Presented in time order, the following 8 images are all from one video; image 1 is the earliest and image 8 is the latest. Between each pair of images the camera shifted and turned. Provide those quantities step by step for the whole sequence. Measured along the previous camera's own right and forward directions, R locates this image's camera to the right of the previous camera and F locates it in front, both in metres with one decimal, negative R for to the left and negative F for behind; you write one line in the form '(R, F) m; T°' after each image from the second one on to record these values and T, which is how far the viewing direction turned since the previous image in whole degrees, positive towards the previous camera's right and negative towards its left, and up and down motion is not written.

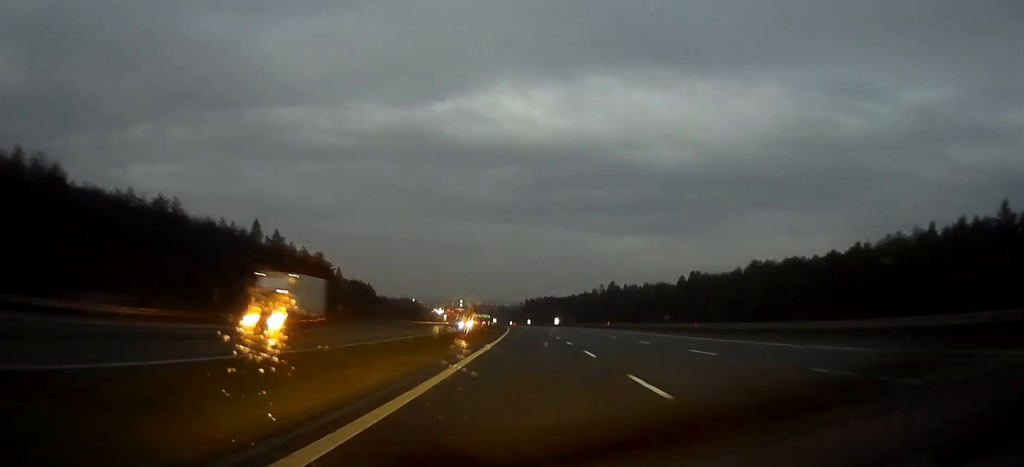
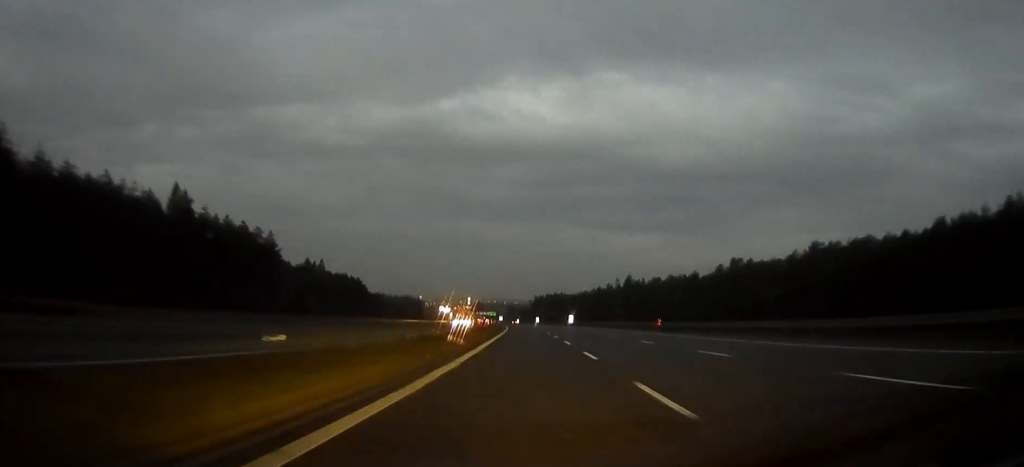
(-0.1, +38.2) m; -1°
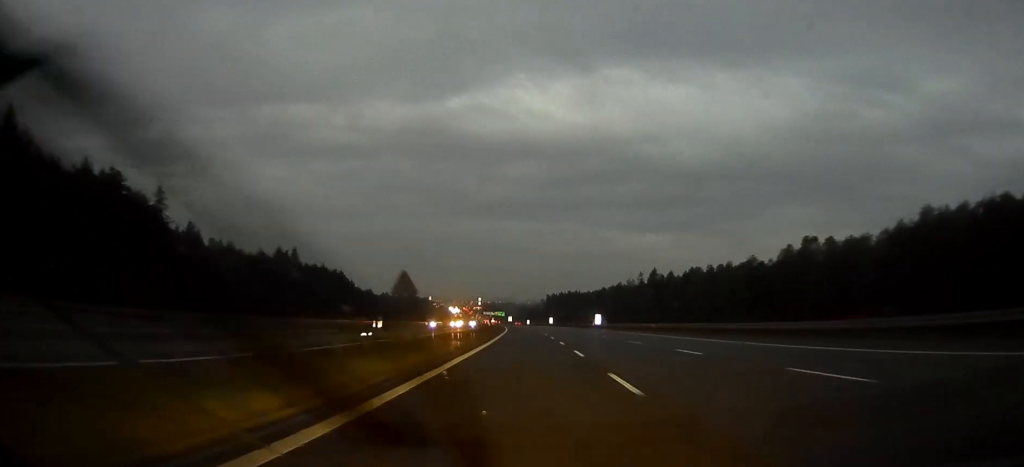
(-0.5, +45.5) m; -1°
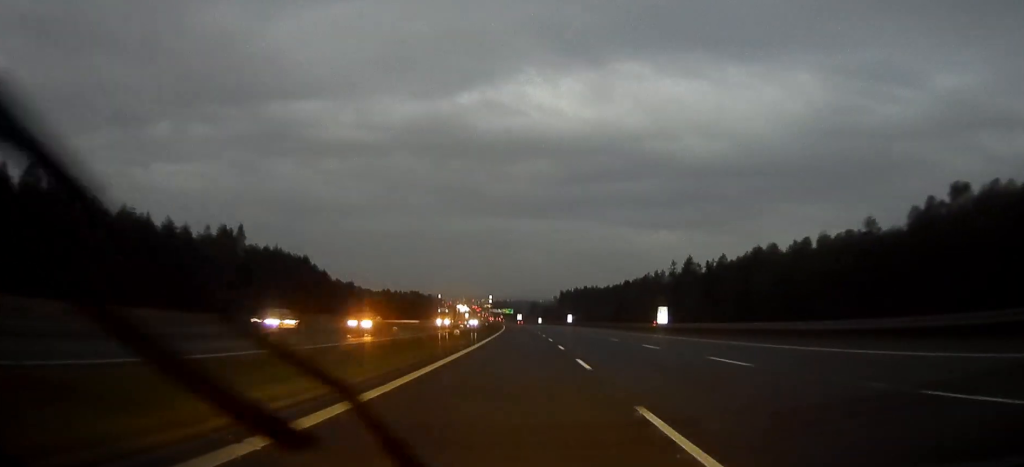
(-0.6, +54.4) m; -1°
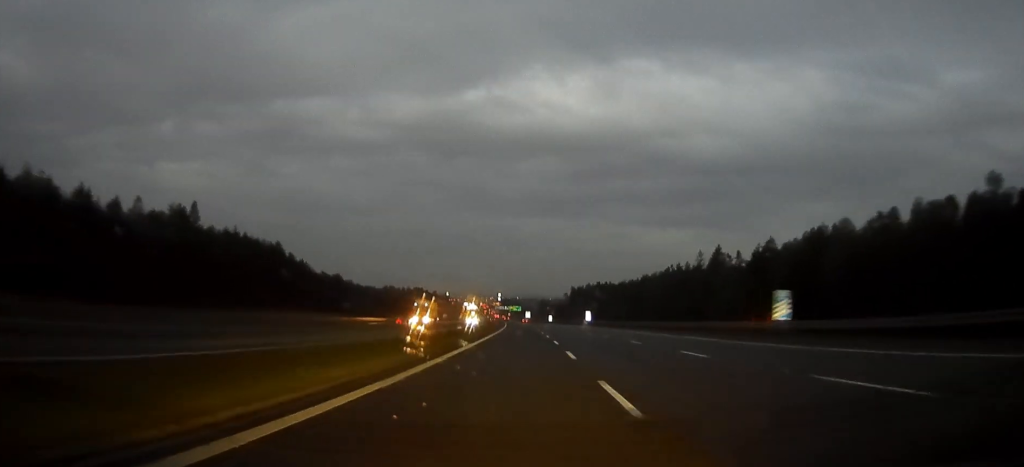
(-0.2, +32.4) m; -1°
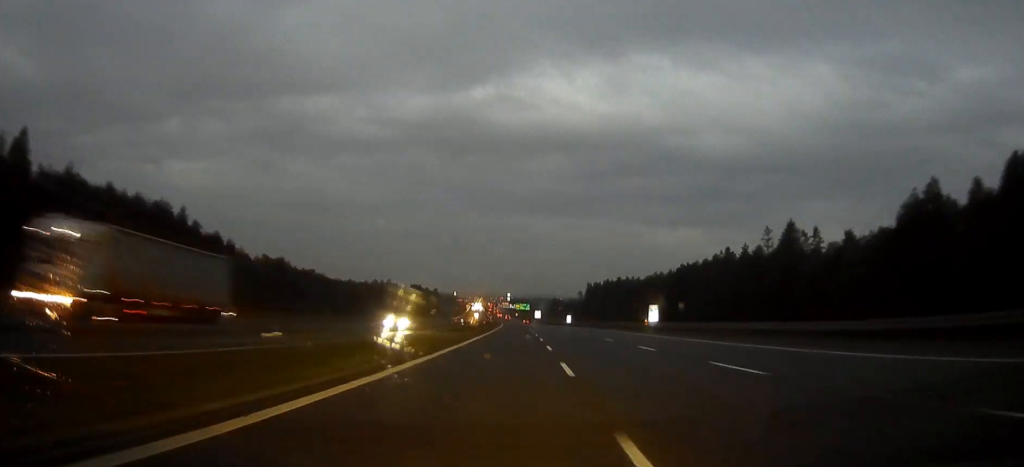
(-0.5, +66.2) m; -1°
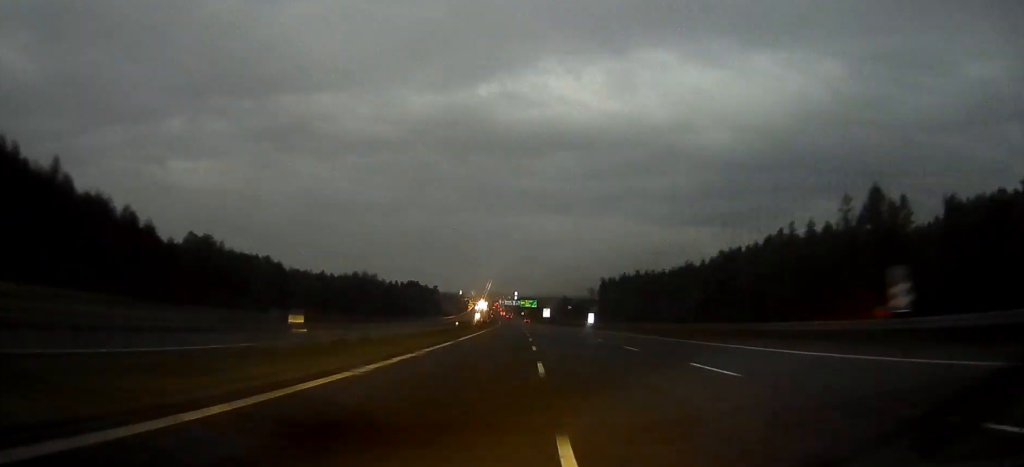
(-0.3, +48.4) m; -1°
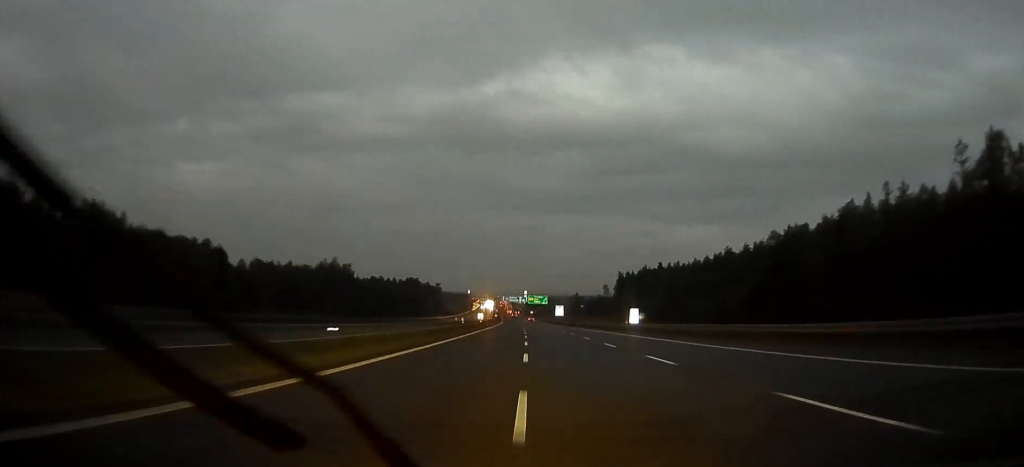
(-0.2, +43.8) m; -1°
